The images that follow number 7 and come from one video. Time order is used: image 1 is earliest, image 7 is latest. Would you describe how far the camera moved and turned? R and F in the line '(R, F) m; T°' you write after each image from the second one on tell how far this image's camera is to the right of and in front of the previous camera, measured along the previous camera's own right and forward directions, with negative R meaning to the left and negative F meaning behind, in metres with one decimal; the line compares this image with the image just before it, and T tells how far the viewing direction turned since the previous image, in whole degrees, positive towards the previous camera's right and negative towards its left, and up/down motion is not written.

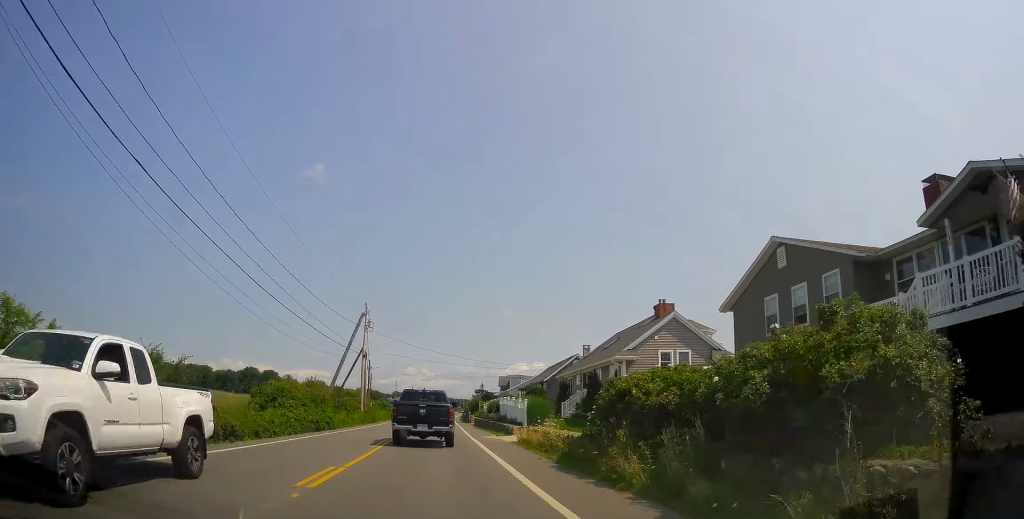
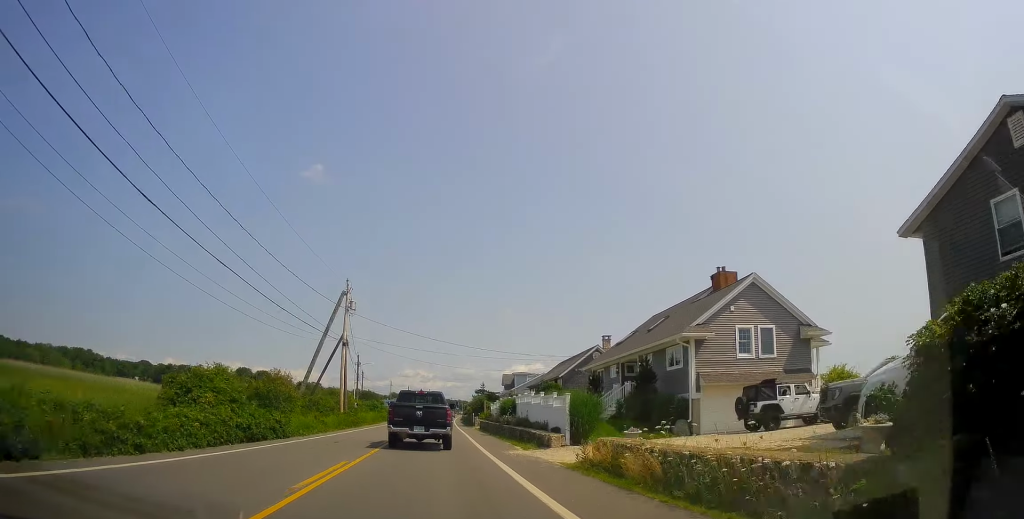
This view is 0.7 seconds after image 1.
(-0.1, +10.3) m; 0°
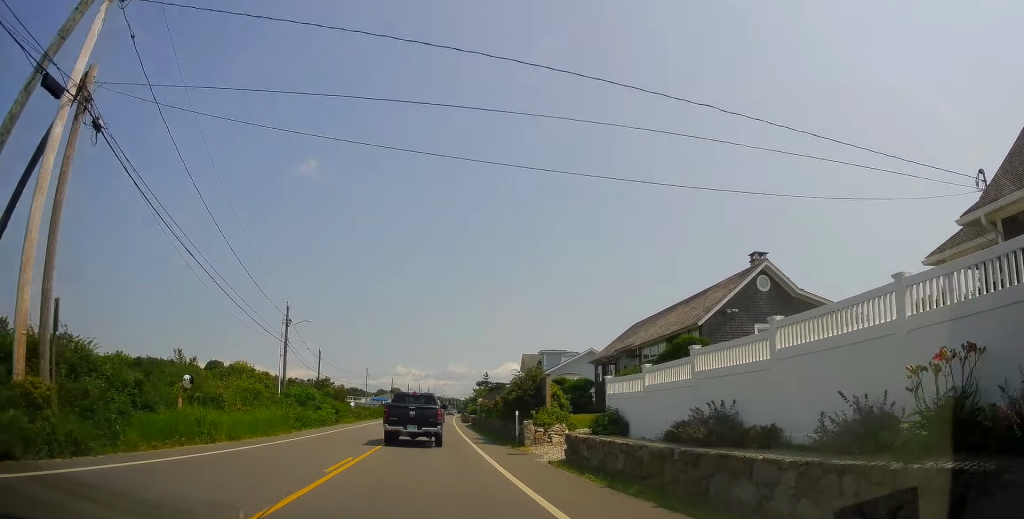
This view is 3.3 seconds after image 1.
(+1.4, +35.7) m; +4°
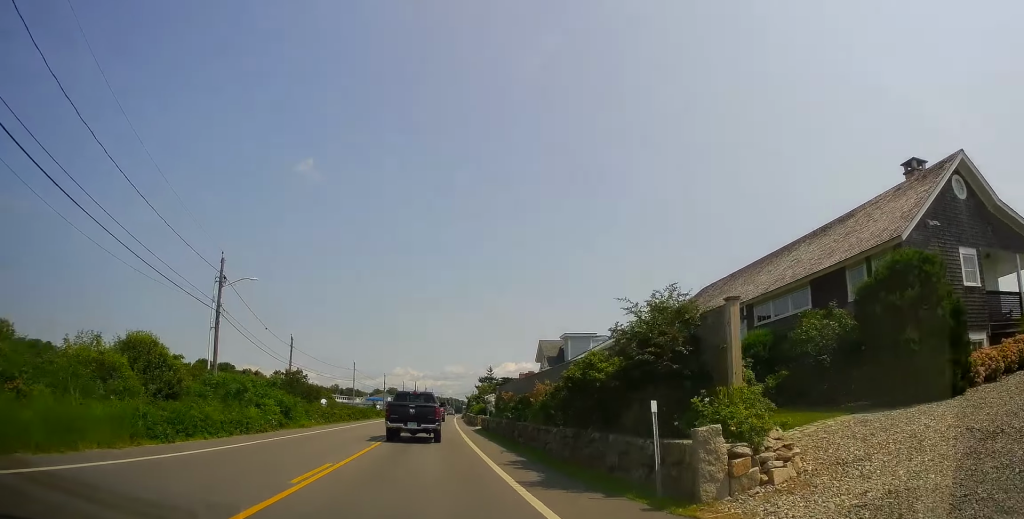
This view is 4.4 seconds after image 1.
(-0.5, +14.0) m; -4°
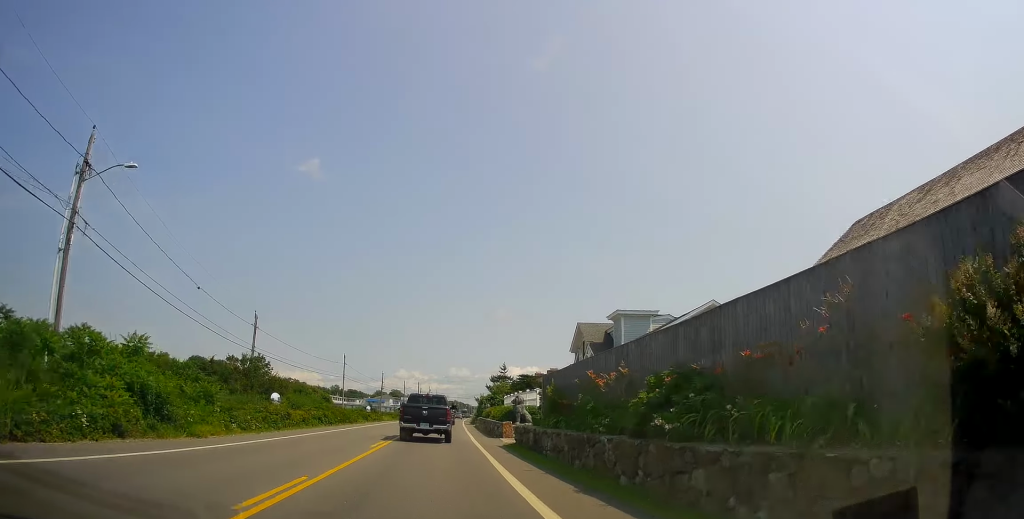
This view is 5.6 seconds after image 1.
(-0.2, +14.8) m; 0°
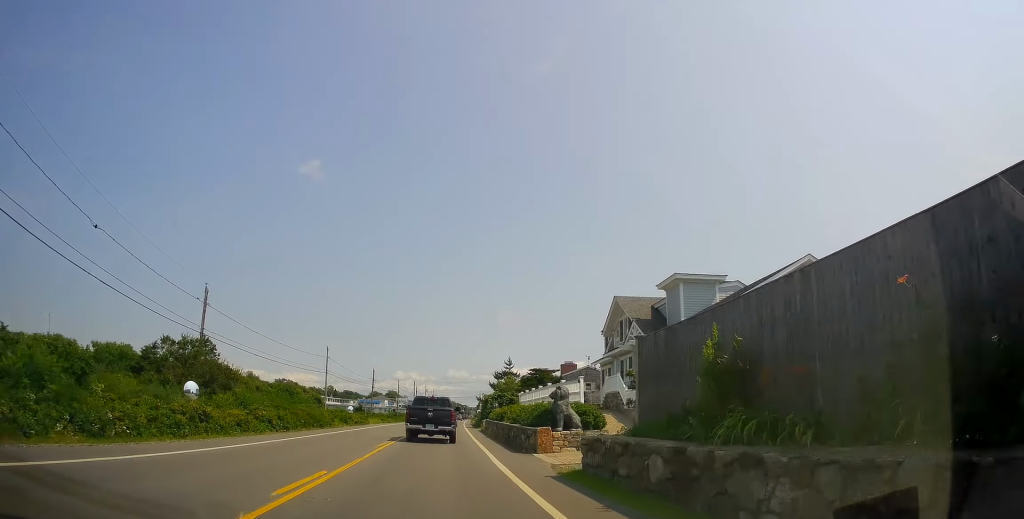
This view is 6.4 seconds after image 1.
(+0.2, +10.9) m; +1°
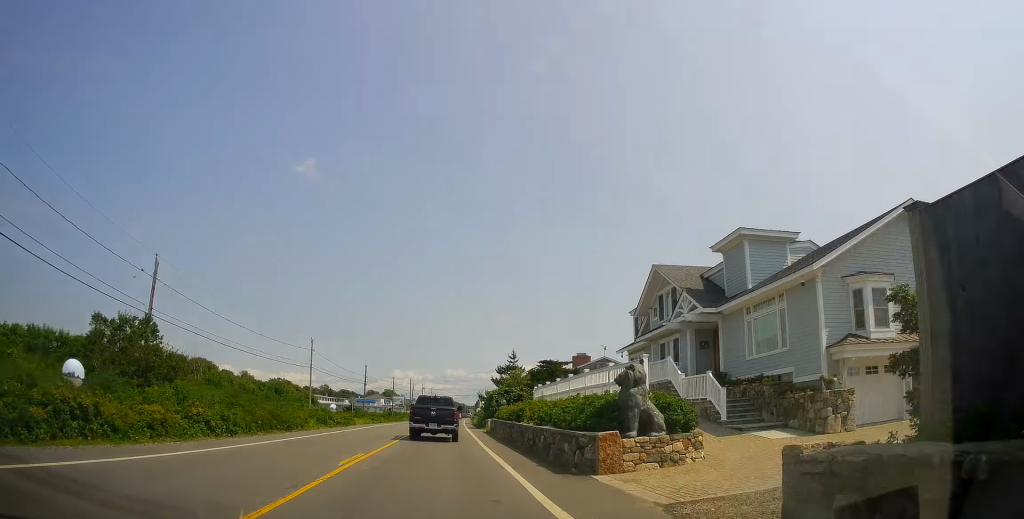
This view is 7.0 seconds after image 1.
(0.0, +7.4) m; 0°
